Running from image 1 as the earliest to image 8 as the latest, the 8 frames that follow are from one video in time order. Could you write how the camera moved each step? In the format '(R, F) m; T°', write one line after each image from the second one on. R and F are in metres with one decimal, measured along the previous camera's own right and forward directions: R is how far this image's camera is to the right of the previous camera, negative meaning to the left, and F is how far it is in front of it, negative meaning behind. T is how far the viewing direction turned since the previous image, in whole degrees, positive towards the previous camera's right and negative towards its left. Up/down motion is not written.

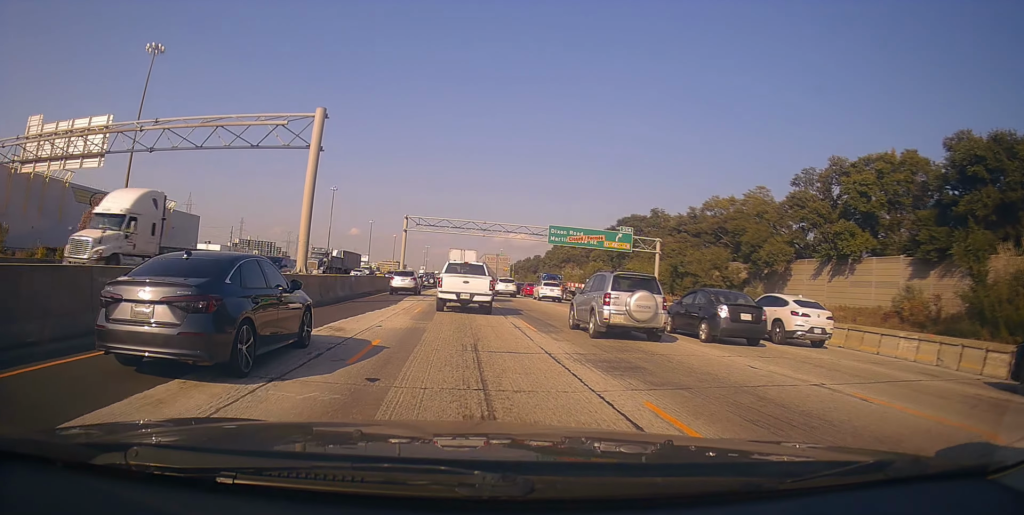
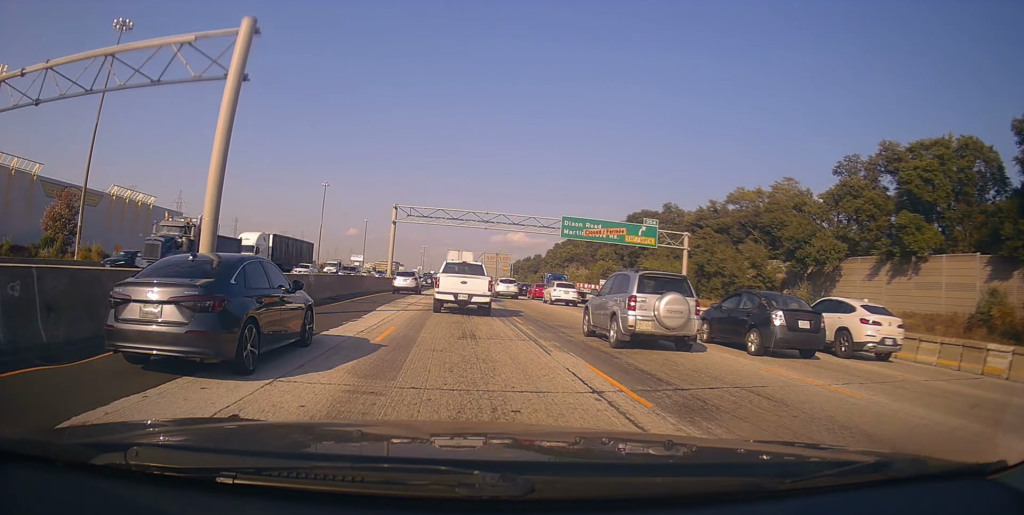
(-0.1, +9.2) m; +1°
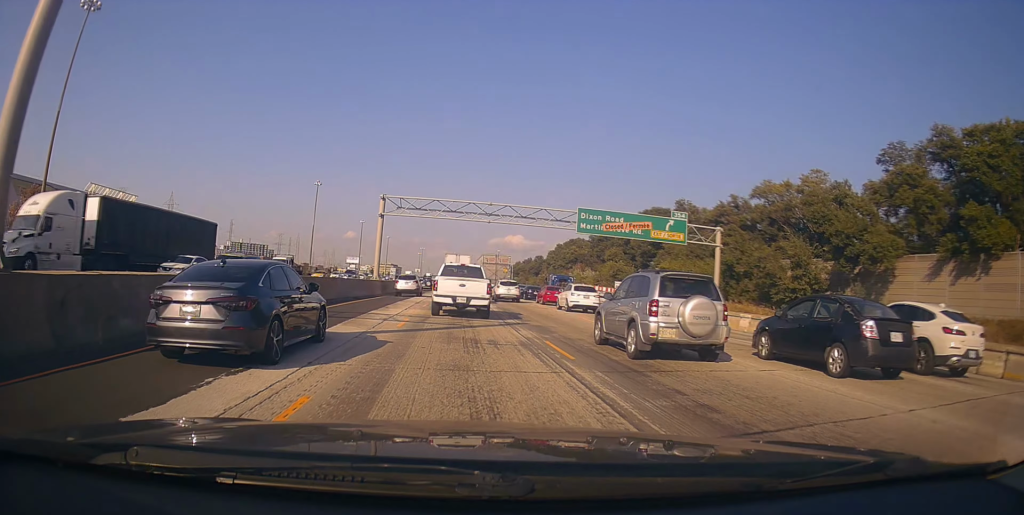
(+0.2, +8.0) m; 0°
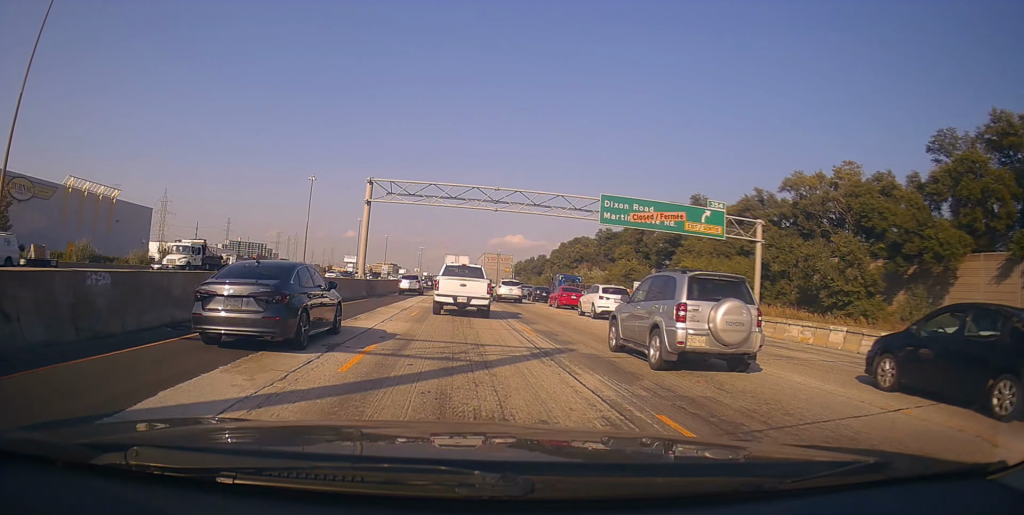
(0.0, +7.3) m; -1°
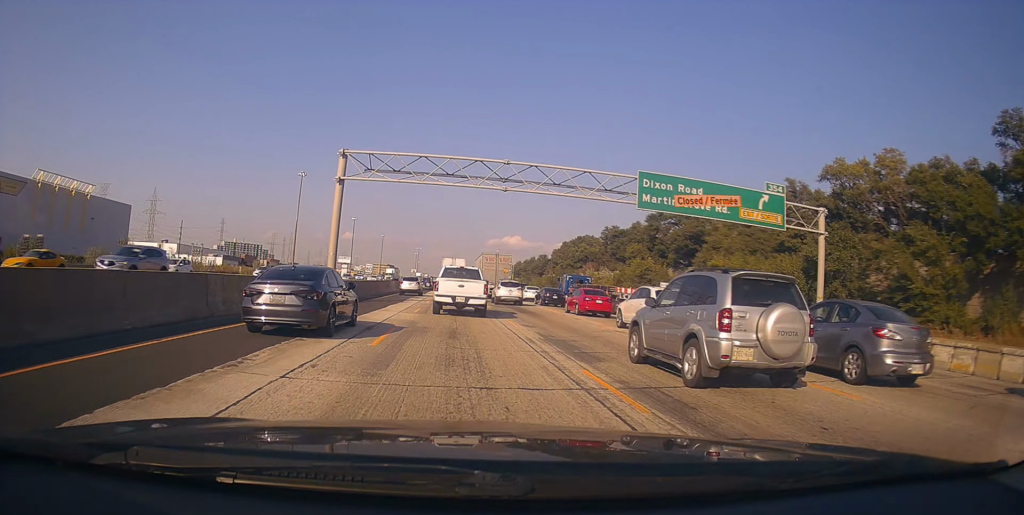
(-0.2, +8.8) m; 0°
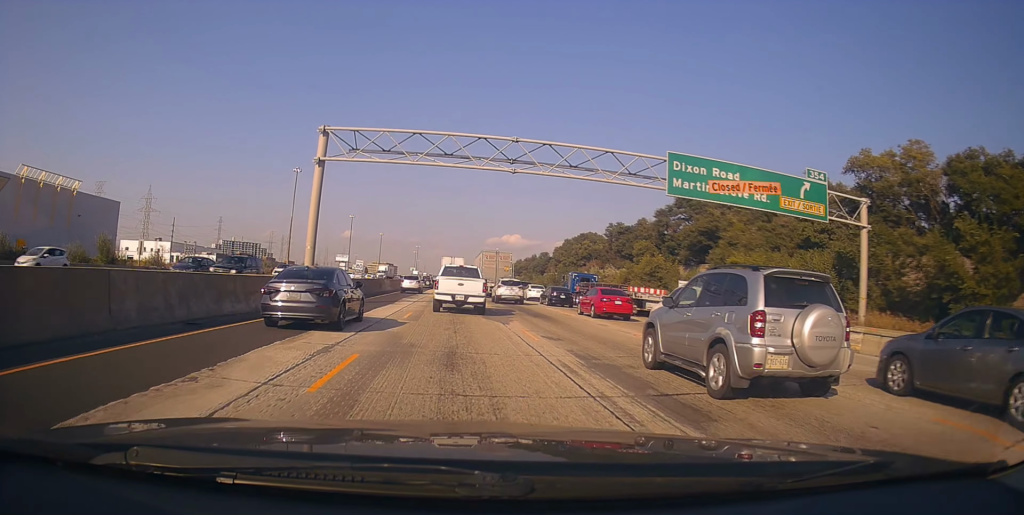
(0.0, +4.4) m; +1°
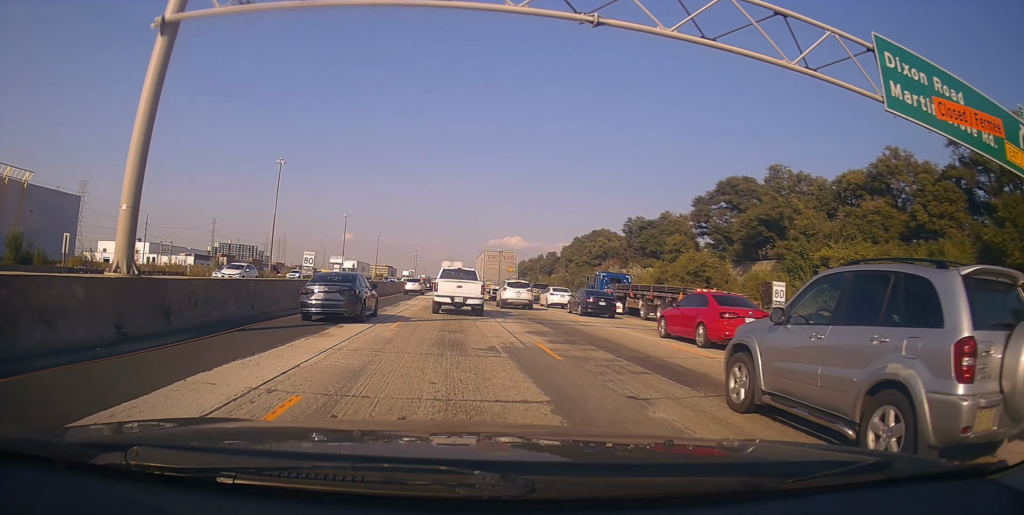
(+0.3, +14.9) m; +1°
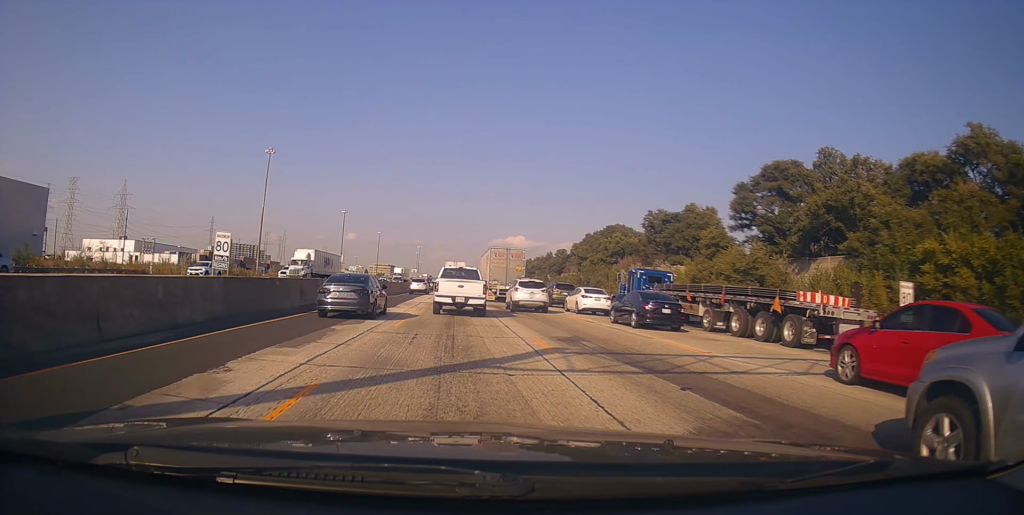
(0.0, +11.1) m; -1°
